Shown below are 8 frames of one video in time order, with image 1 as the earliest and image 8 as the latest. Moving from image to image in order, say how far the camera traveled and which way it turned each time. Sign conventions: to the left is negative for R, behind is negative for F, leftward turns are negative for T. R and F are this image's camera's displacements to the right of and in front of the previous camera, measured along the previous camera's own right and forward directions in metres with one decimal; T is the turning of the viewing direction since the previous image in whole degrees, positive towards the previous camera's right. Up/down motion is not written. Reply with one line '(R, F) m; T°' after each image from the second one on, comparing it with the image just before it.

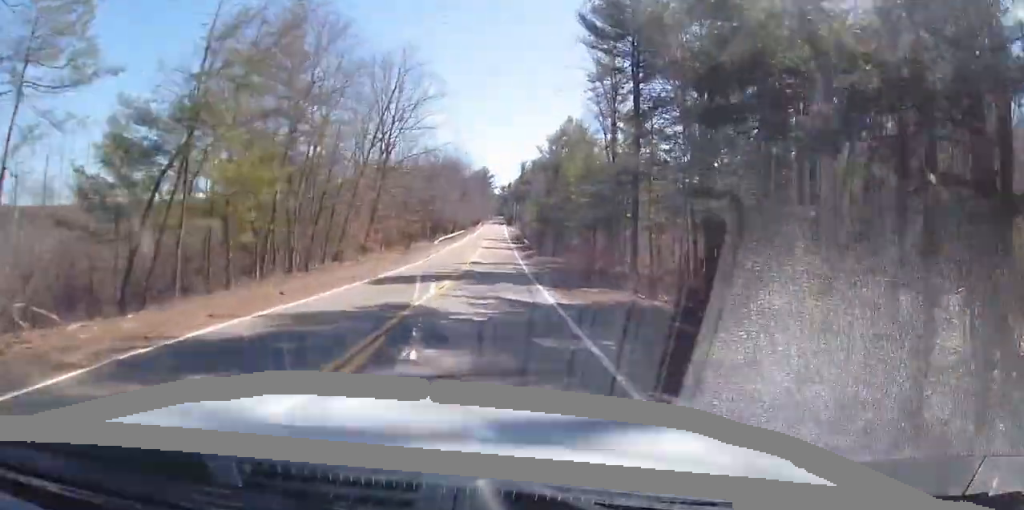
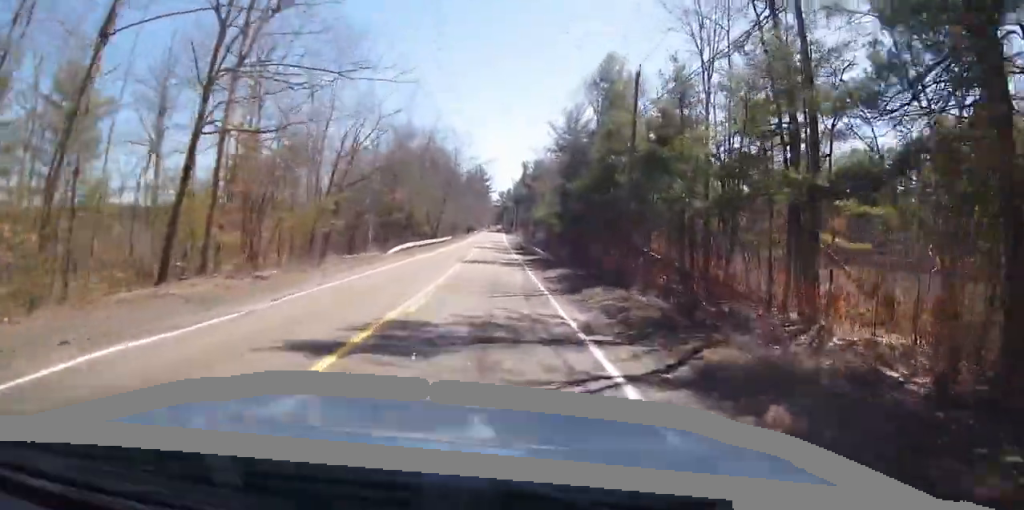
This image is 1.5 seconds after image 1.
(-0.2, +28.3) m; +1°
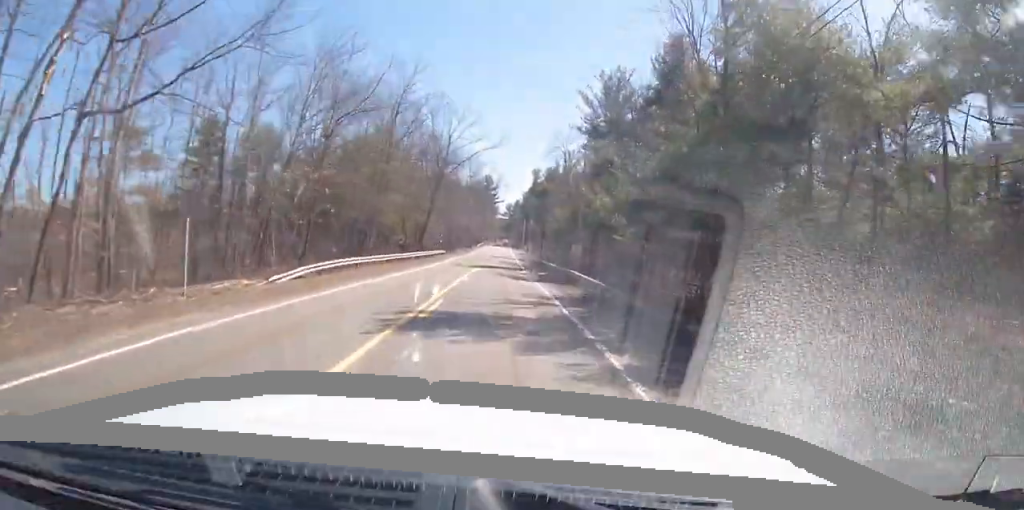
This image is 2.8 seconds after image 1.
(+0.1, +23.1) m; -1°
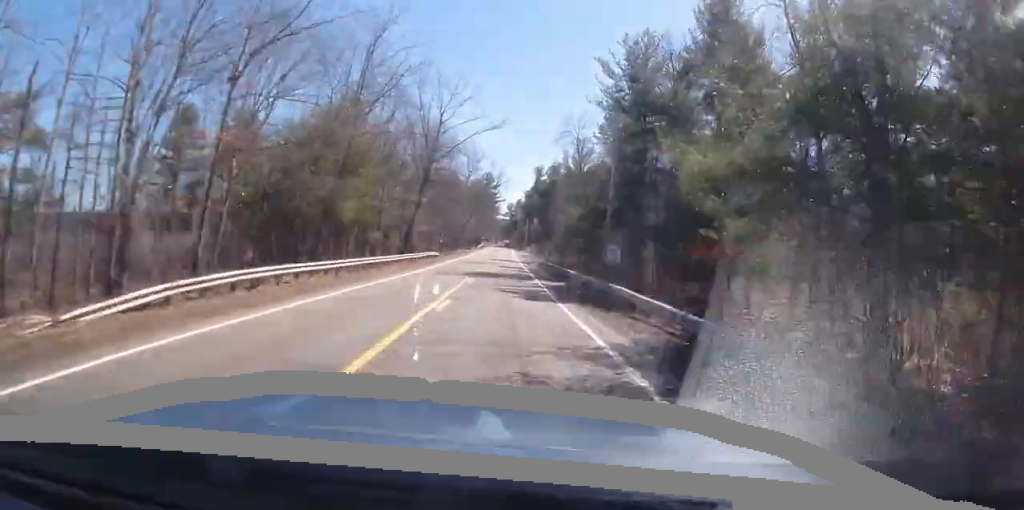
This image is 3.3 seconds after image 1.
(-0.2, +10.6) m; -1°
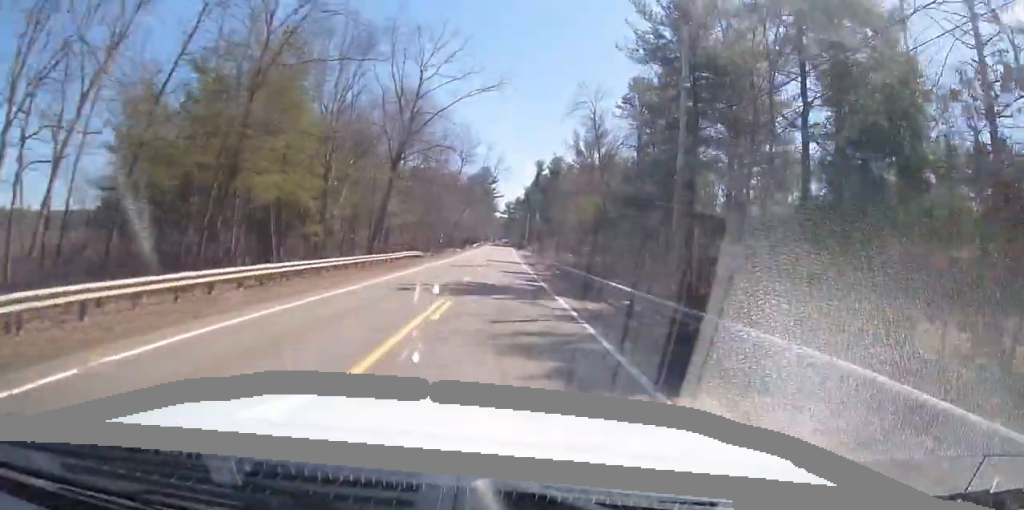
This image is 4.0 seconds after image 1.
(-0.1, +12.5) m; 0°
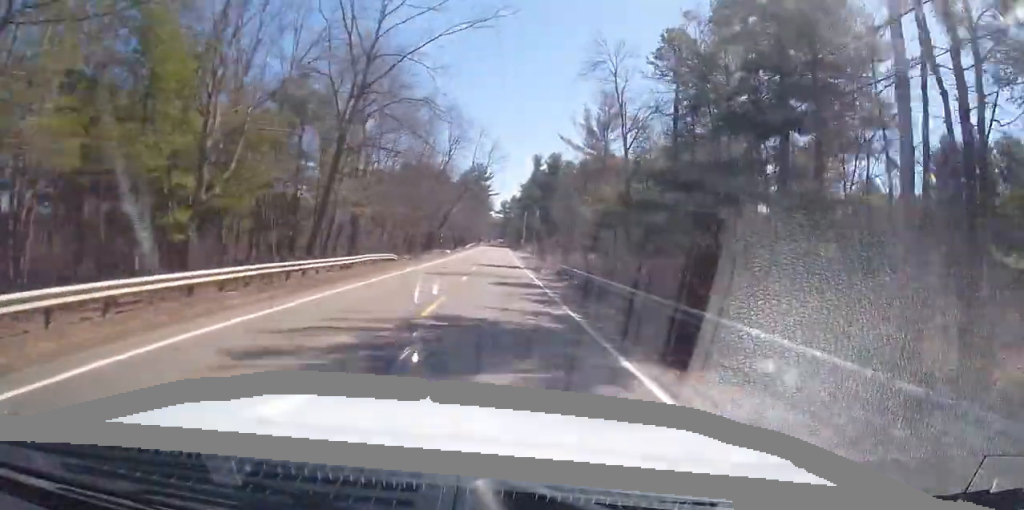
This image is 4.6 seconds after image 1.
(0.0, +11.9) m; 0°
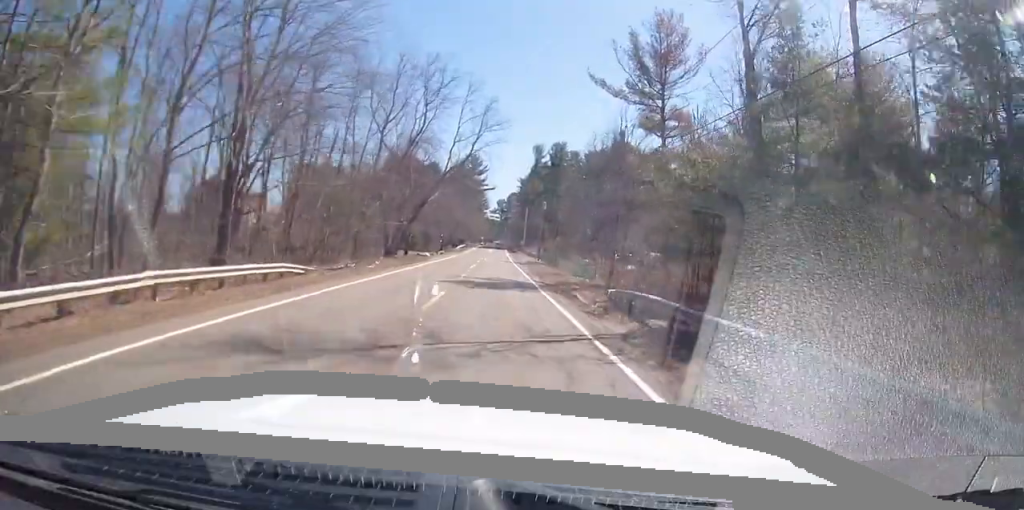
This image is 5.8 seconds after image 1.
(0.0, +21.6) m; 0°
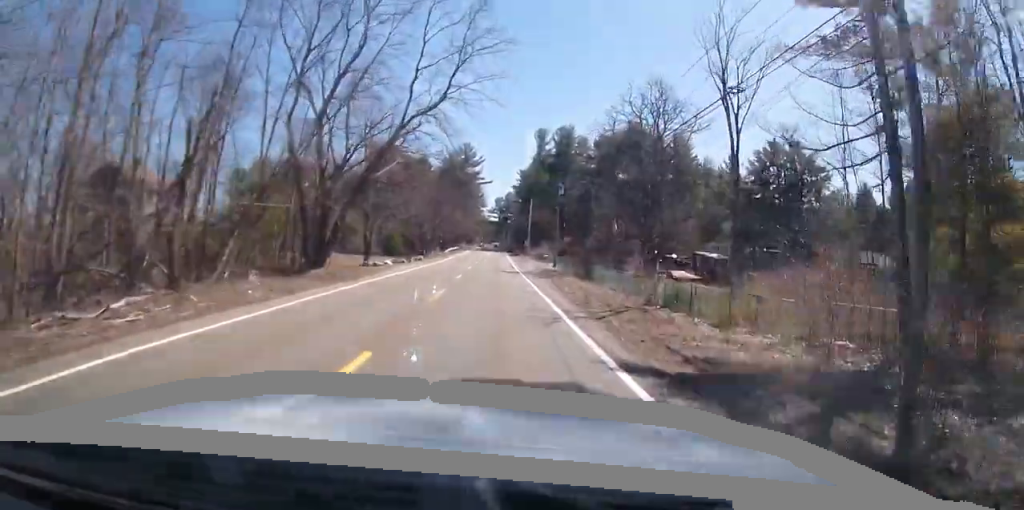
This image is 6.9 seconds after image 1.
(0.0, +22.8) m; 0°
